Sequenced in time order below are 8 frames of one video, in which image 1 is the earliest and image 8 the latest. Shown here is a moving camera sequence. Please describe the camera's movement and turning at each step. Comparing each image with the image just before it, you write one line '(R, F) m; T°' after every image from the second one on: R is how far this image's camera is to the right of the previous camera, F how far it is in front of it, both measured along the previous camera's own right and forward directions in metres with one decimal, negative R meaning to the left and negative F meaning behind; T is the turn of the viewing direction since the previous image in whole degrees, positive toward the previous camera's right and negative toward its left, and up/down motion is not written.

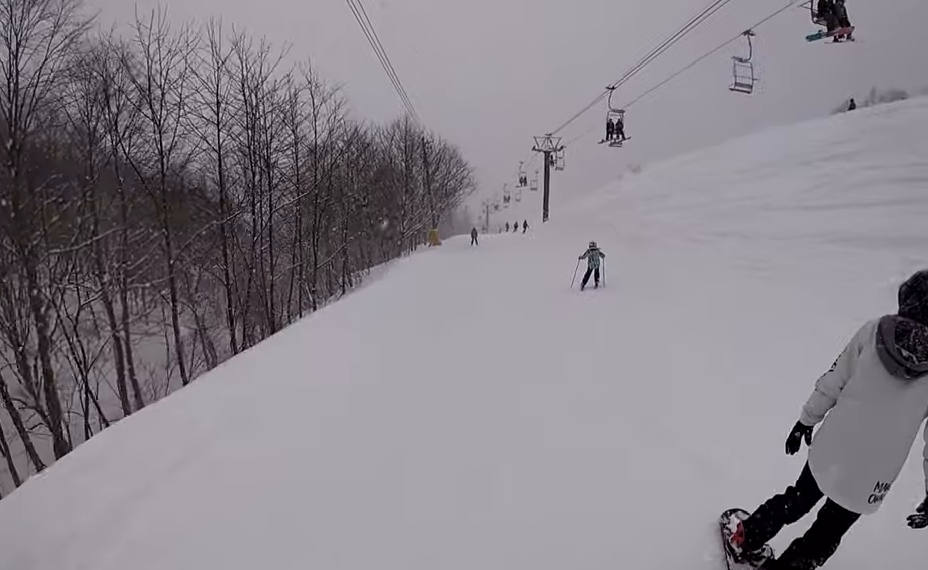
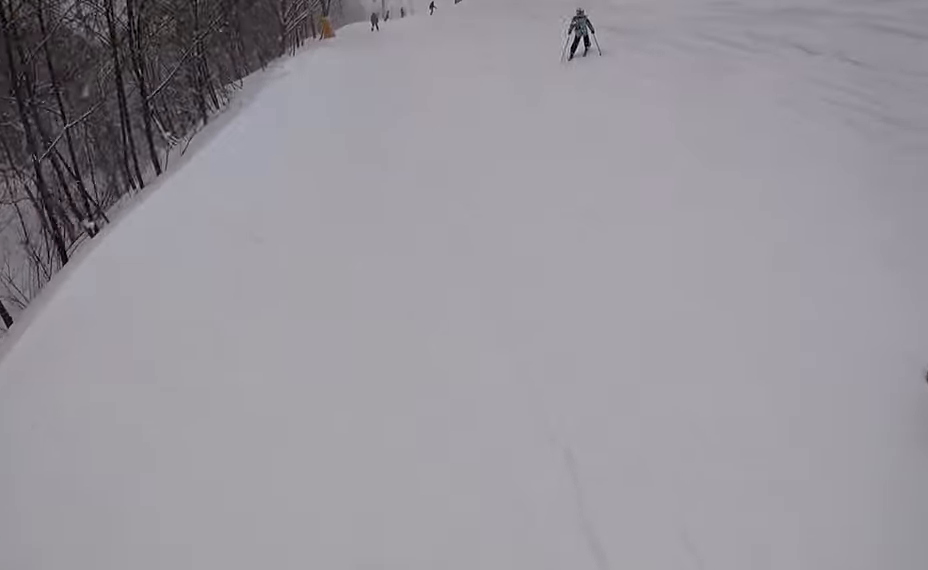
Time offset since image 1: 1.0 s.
(-1.2, +5.7) m; 0°
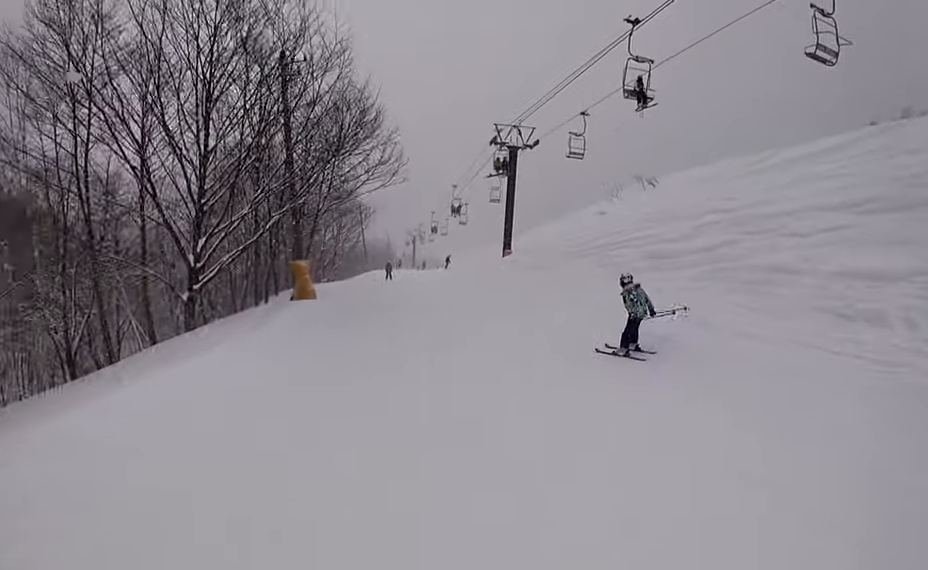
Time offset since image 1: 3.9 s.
(+2.8, +19.5) m; +2°
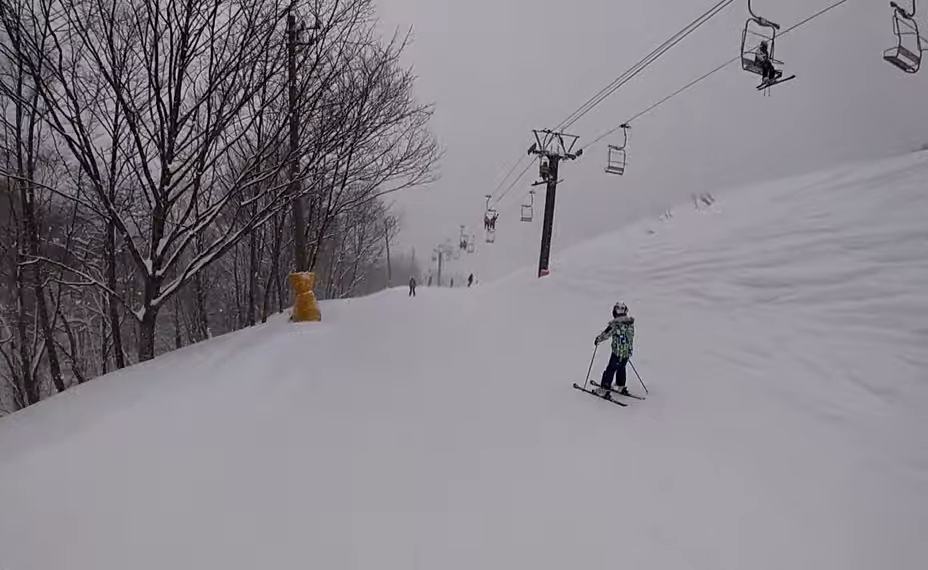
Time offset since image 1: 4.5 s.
(-0.3, +3.6) m; -1°
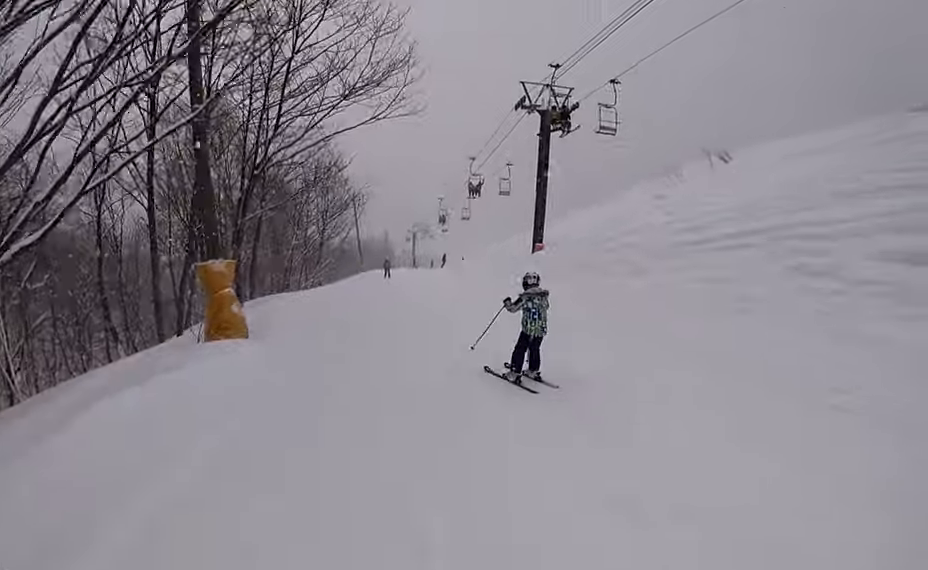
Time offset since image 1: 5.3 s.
(-1.0, +4.6) m; +2°
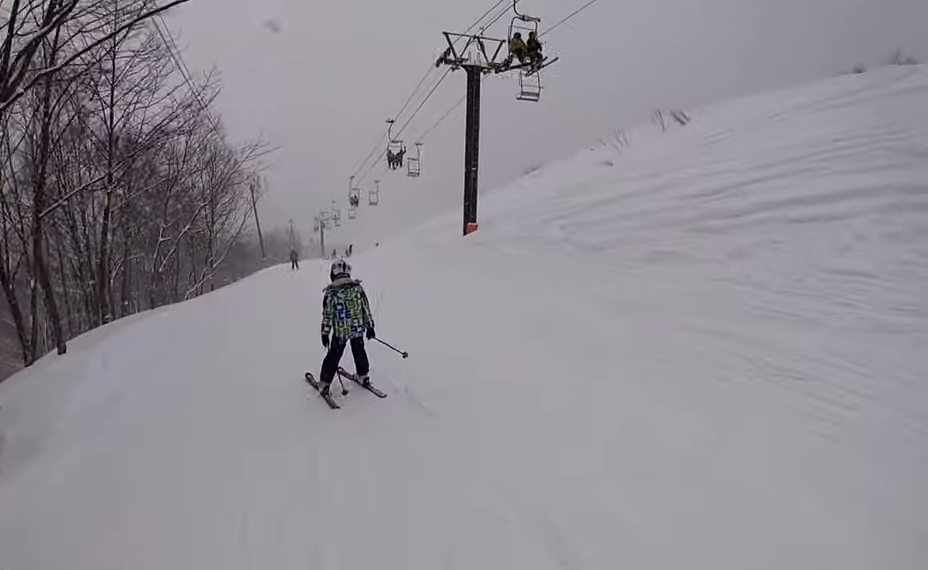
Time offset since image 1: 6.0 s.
(+1.2, +4.8) m; +12°
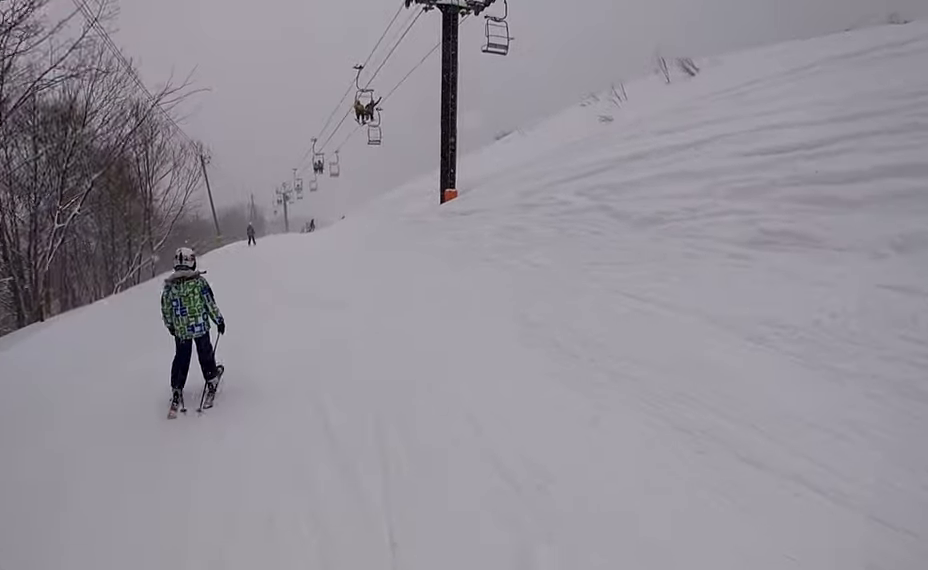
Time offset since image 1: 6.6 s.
(+0.2, +3.7) m; -5°
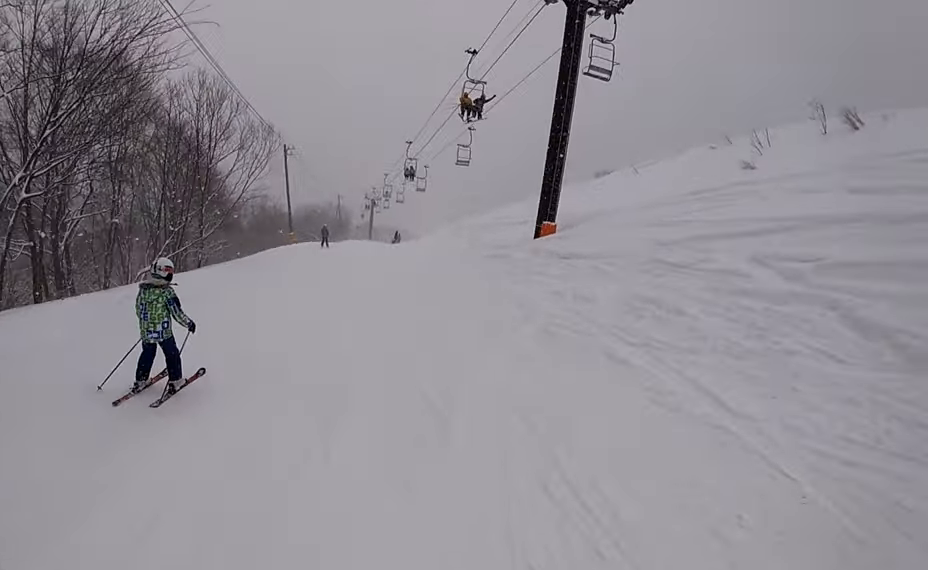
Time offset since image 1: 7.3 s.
(+0.2, +4.3) m; -10°
